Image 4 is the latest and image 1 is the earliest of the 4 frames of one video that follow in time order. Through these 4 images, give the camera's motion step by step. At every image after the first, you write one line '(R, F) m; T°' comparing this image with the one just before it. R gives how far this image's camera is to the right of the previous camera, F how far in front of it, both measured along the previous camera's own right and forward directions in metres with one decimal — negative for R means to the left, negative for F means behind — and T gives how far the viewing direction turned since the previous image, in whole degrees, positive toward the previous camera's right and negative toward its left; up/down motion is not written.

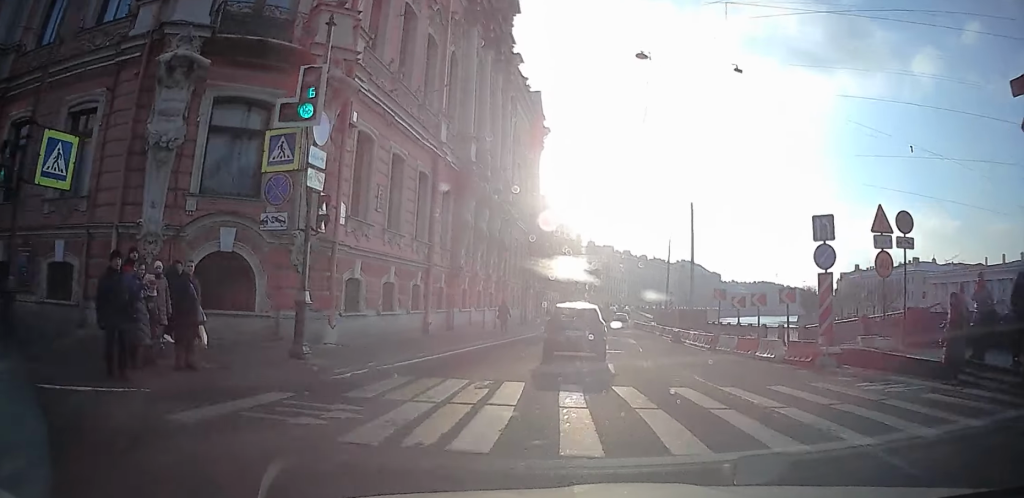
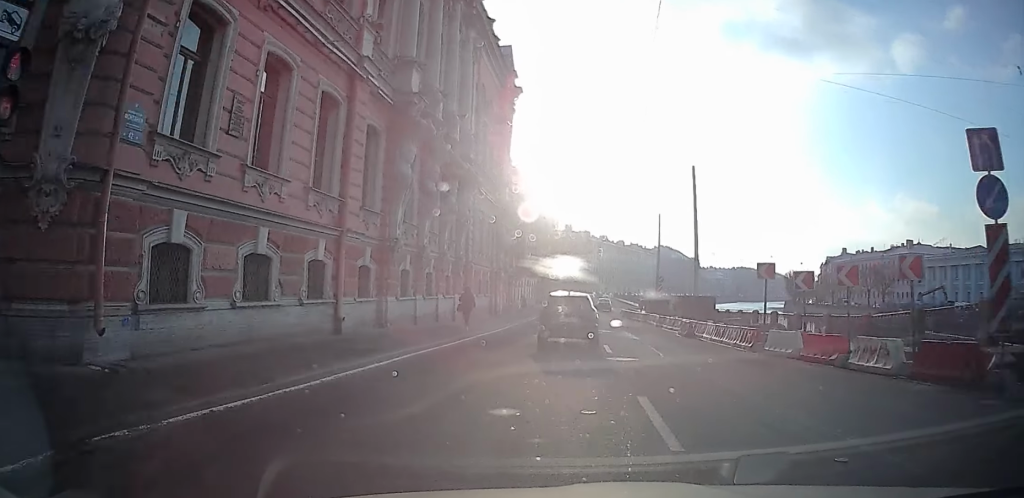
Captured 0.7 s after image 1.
(-0.2, +8.6) m; +1°
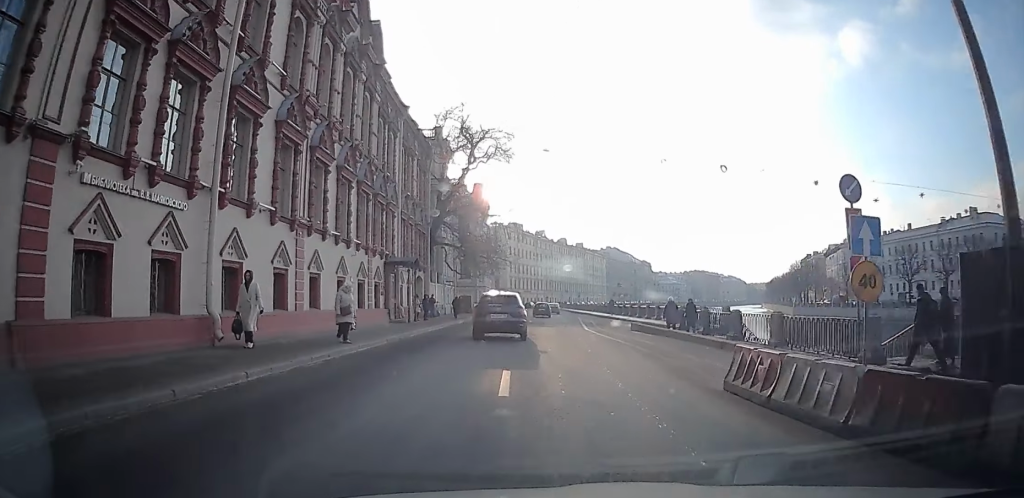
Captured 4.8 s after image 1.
(+3.9, +51.5) m; +9°
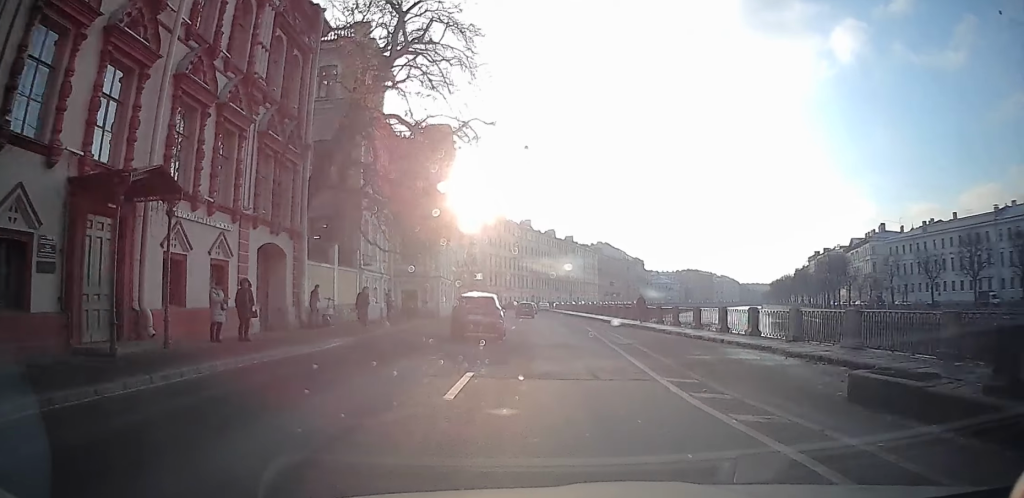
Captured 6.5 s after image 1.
(+0.7, +23.3) m; +1°
